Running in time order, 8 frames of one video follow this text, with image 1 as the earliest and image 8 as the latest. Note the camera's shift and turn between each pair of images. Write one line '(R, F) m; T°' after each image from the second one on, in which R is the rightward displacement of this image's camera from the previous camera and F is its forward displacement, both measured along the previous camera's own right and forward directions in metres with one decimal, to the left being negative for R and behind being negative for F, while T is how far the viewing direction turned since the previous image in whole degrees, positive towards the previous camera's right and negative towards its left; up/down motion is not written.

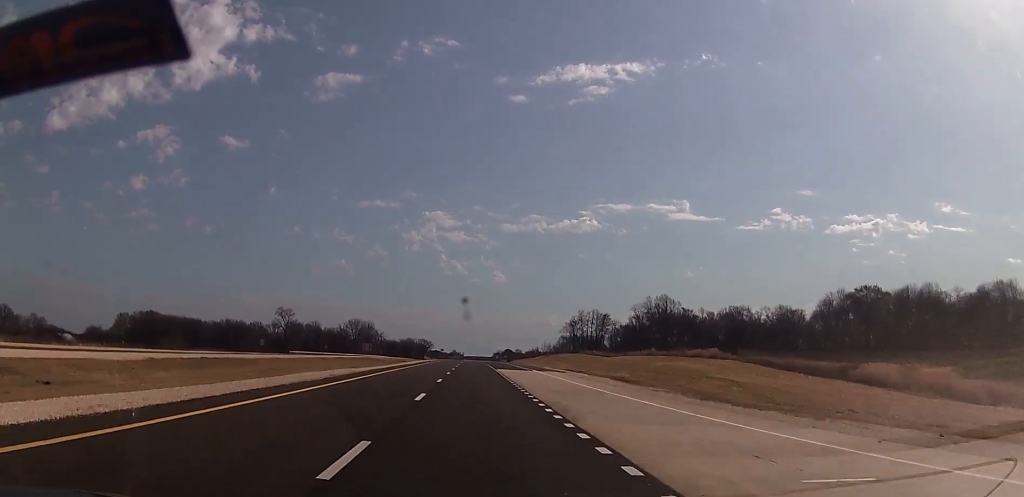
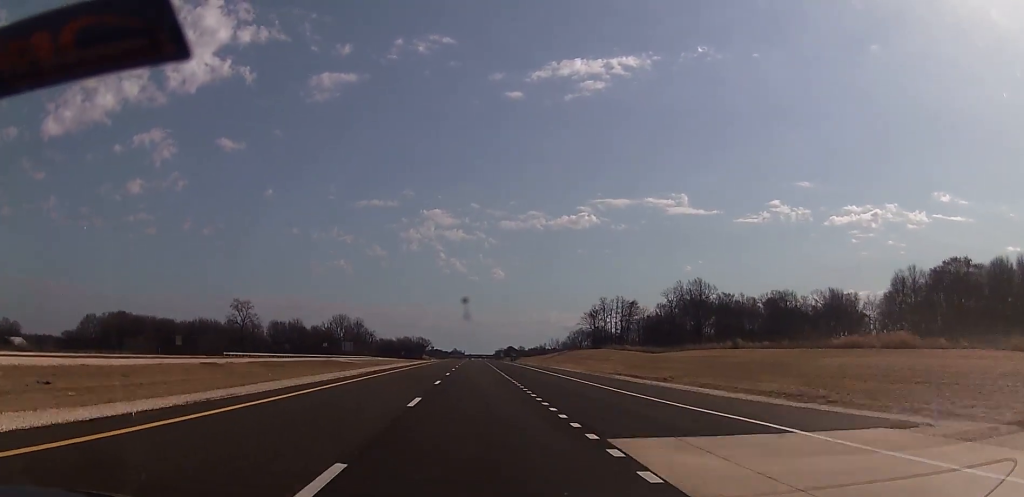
(+0.1, +50.5) m; 0°
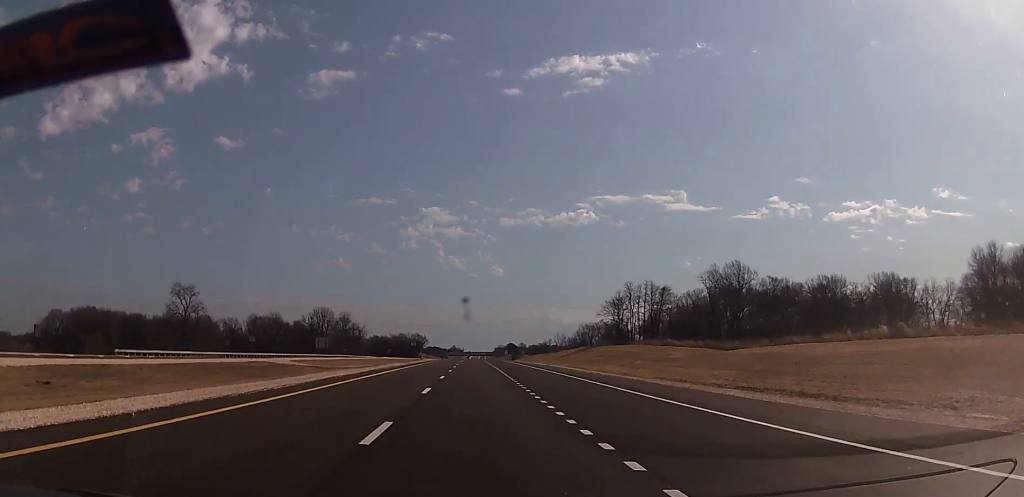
(+0.3, +43.6) m; +1°
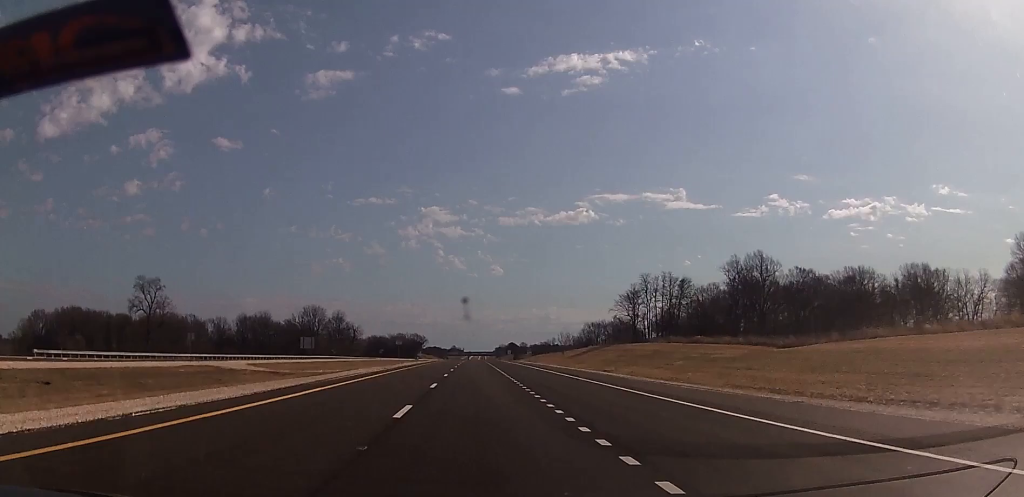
(0.0, +20.2) m; 0°
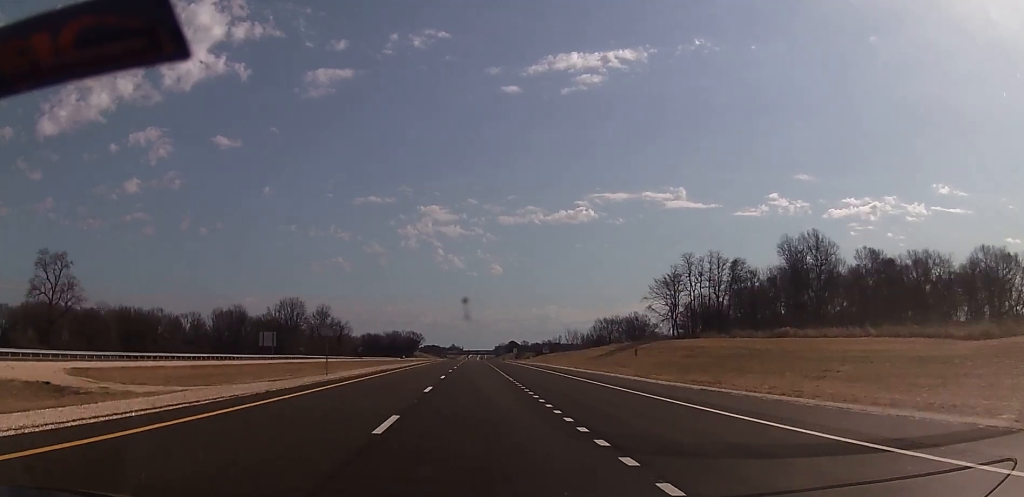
(-0.3, +39.2) m; -1°
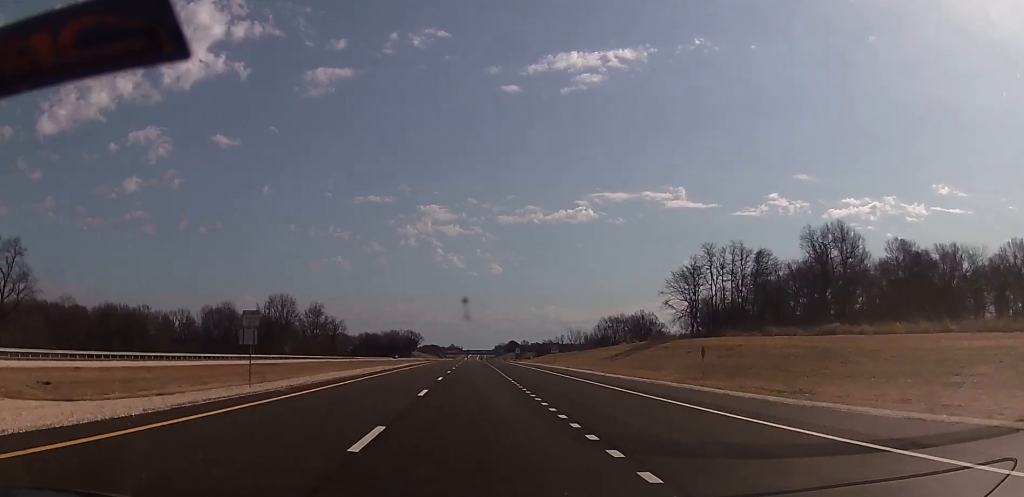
(-0.2, +14.2) m; 0°
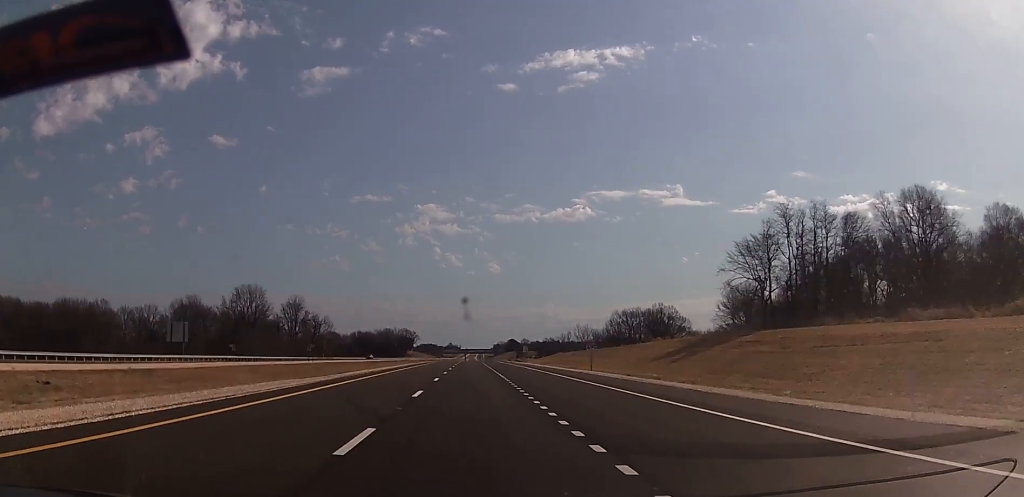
(+0.5, +36.8) m; +1°
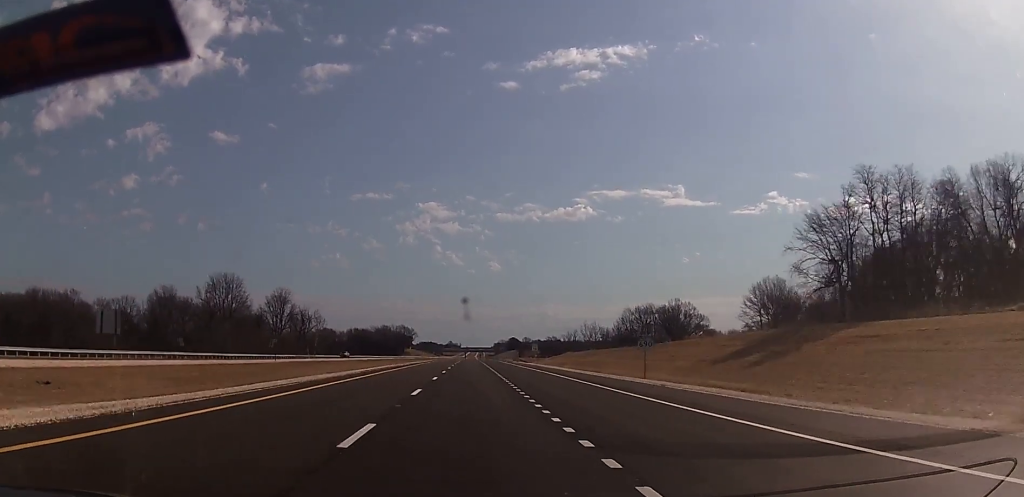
(0.0, +23.8) m; 0°
